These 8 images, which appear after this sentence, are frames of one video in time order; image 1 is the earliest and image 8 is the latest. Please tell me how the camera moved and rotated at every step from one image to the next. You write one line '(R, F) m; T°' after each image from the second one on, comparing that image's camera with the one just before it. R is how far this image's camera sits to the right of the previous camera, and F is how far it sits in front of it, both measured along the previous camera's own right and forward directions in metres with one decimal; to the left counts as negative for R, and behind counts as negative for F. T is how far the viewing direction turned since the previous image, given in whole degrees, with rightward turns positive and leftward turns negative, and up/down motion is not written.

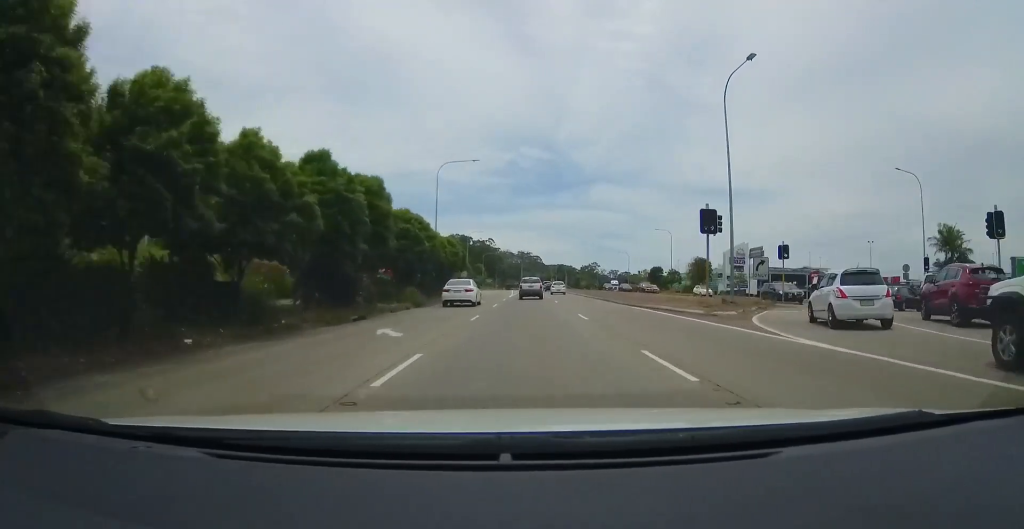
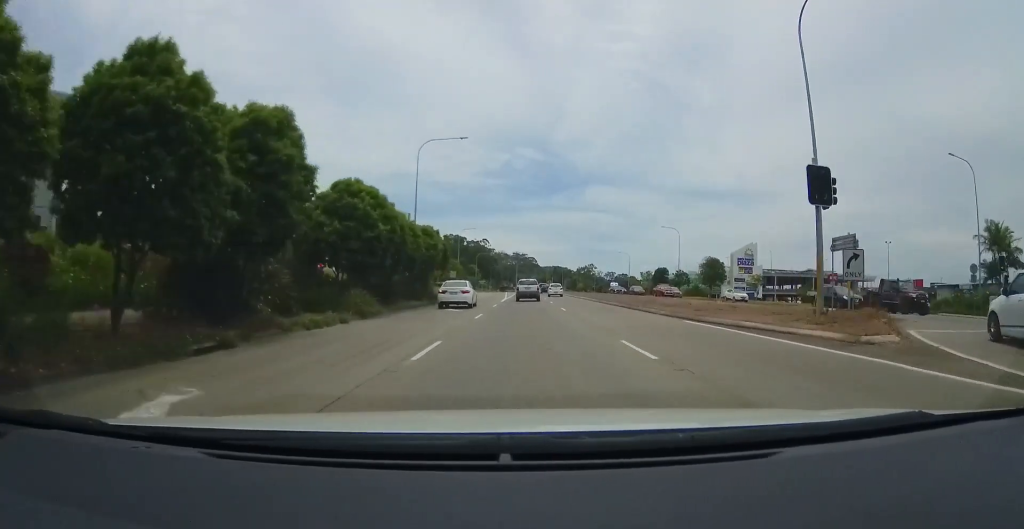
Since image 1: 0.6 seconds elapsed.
(+0.1, +9.8) m; 0°
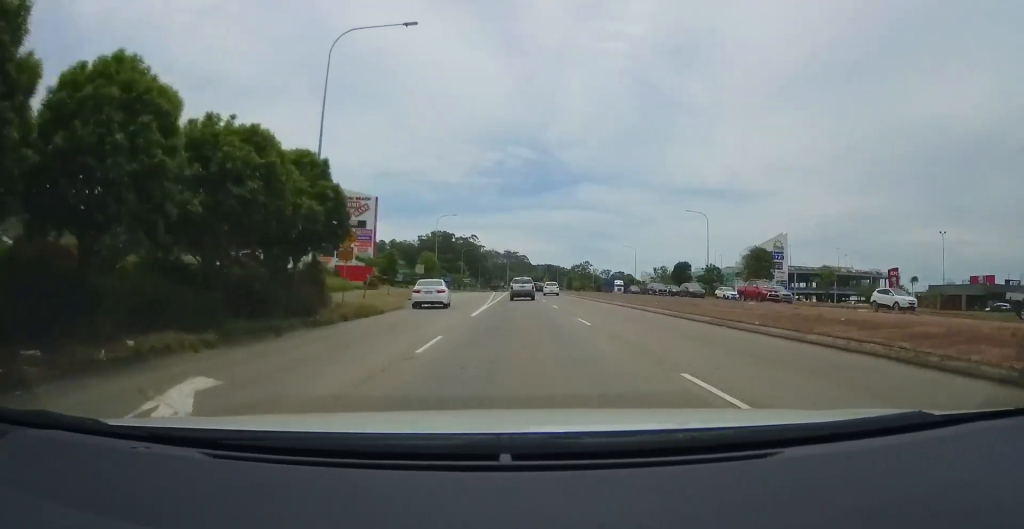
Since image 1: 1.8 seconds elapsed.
(0.0, +22.1) m; +1°
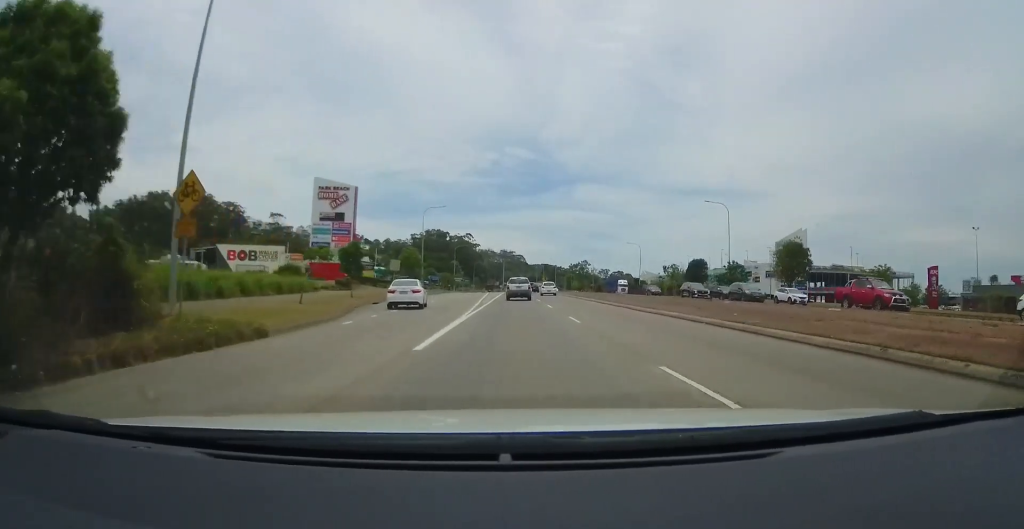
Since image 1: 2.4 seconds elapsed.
(0.0, +11.5) m; +1°
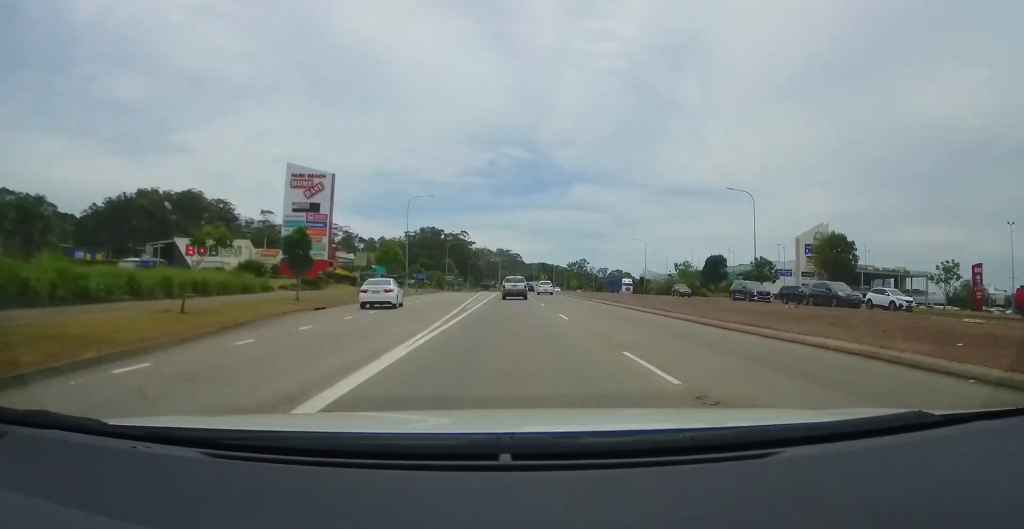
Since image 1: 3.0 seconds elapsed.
(+0.2, +10.8) m; +2°
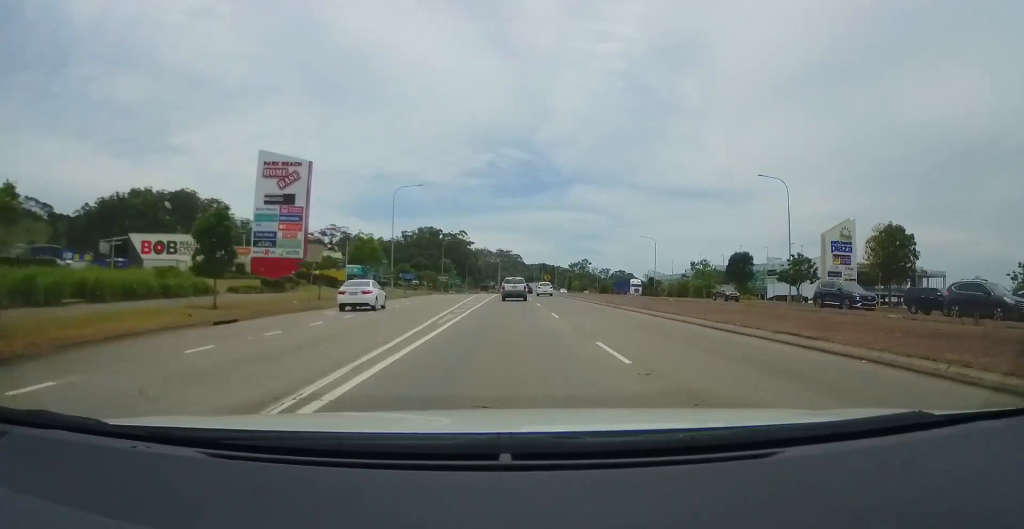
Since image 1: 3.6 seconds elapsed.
(+0.1, +9.9) m; +2°
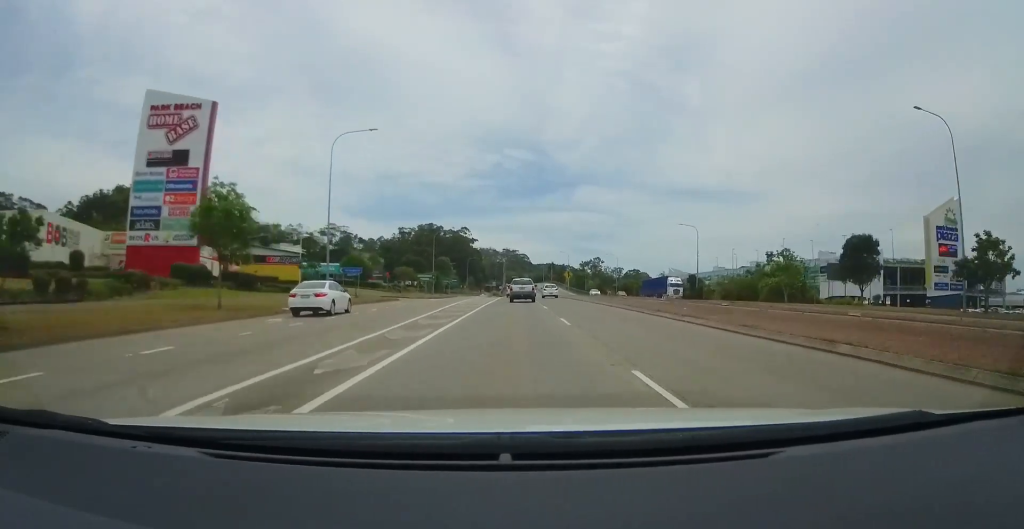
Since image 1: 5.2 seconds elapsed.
(+0.2, +26.9) m; -1°
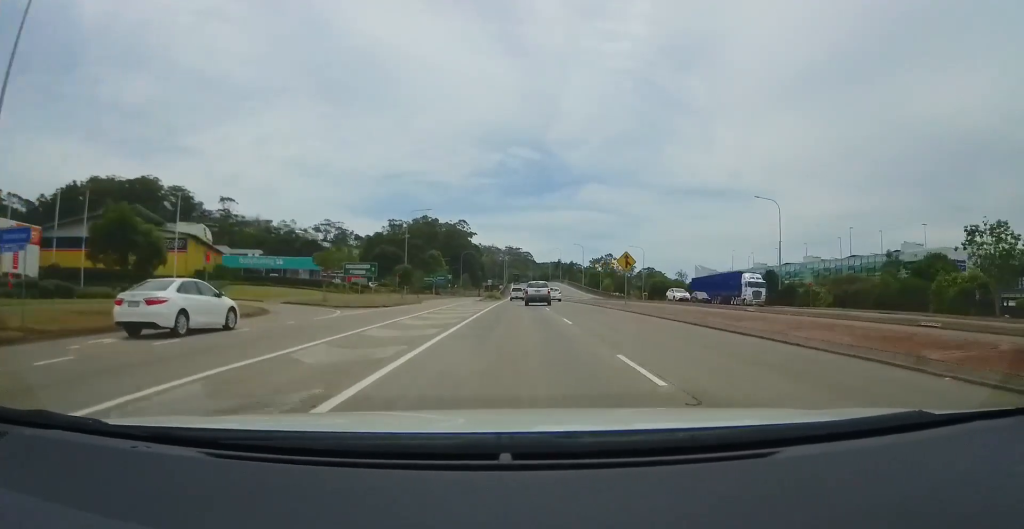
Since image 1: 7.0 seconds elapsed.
(-1.0, +32.7) m; -4°
